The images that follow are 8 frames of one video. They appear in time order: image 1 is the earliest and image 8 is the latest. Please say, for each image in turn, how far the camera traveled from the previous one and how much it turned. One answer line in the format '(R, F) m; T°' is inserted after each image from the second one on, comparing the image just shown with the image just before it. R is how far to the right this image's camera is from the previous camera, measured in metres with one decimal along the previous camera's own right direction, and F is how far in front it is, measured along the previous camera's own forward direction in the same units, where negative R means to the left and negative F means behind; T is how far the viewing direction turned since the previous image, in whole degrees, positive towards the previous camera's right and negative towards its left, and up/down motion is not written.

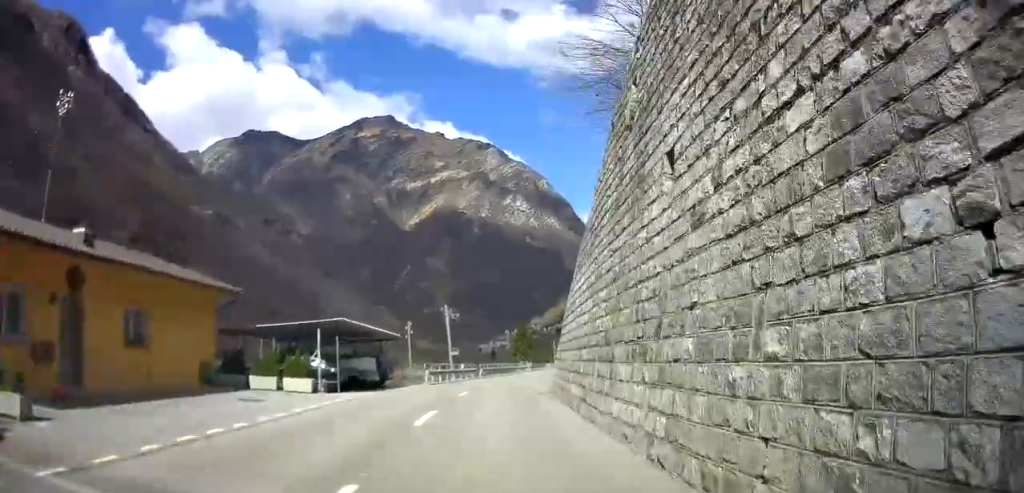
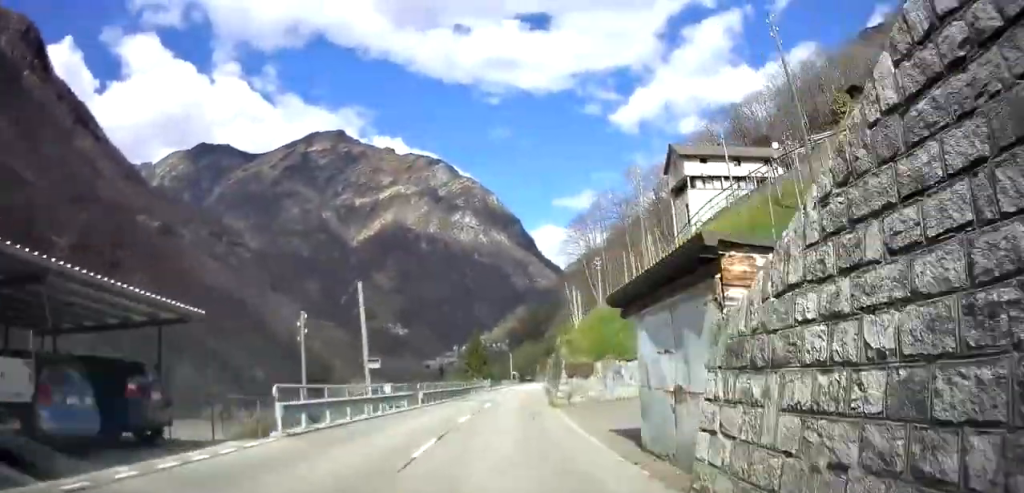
(+1.0, +18.4) m; +6°
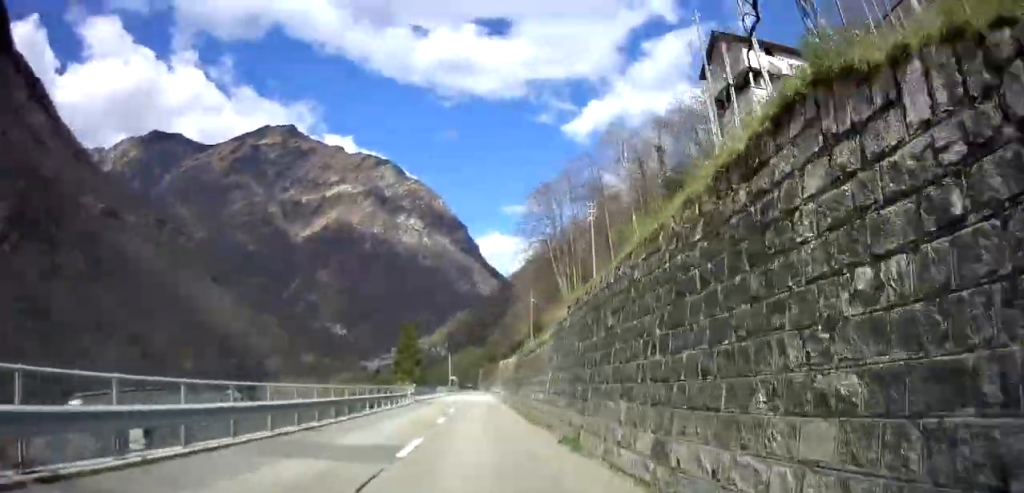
(+1.0, +25.0) m; +3°
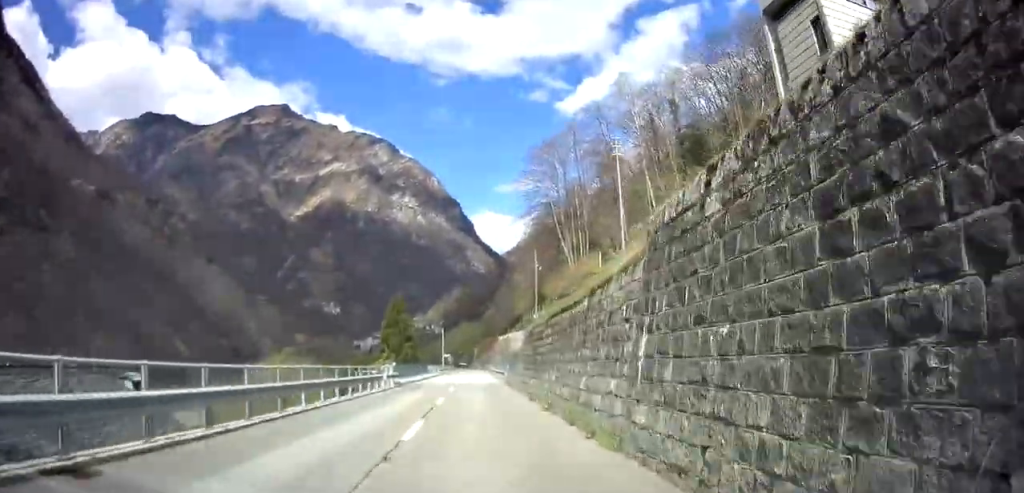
(0.0, +9.6) m; 0°
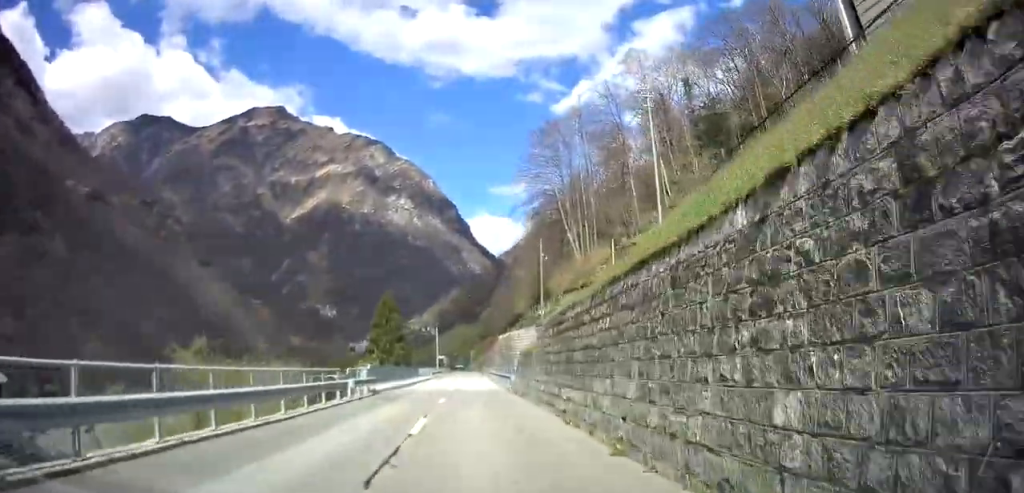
(0.0, +7.9) m; 0°
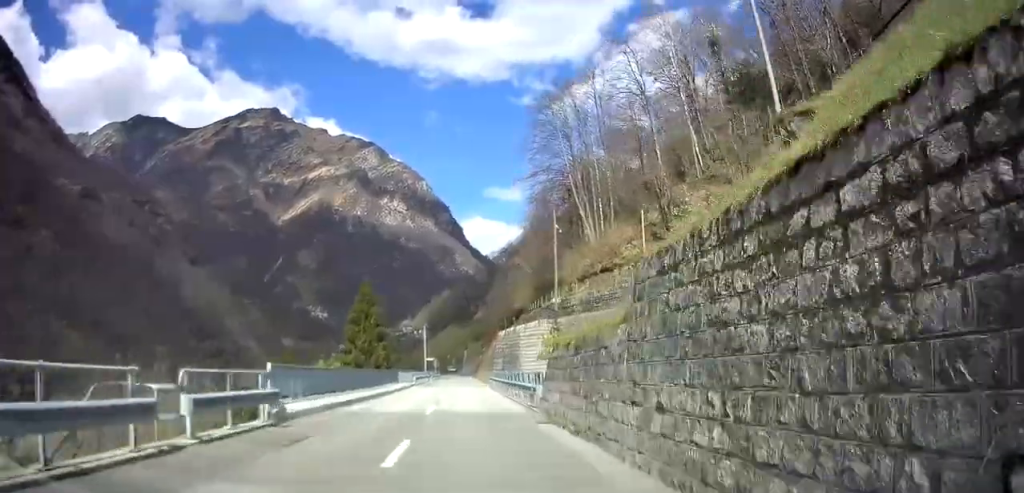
(0.0, +11.8) m; 0°
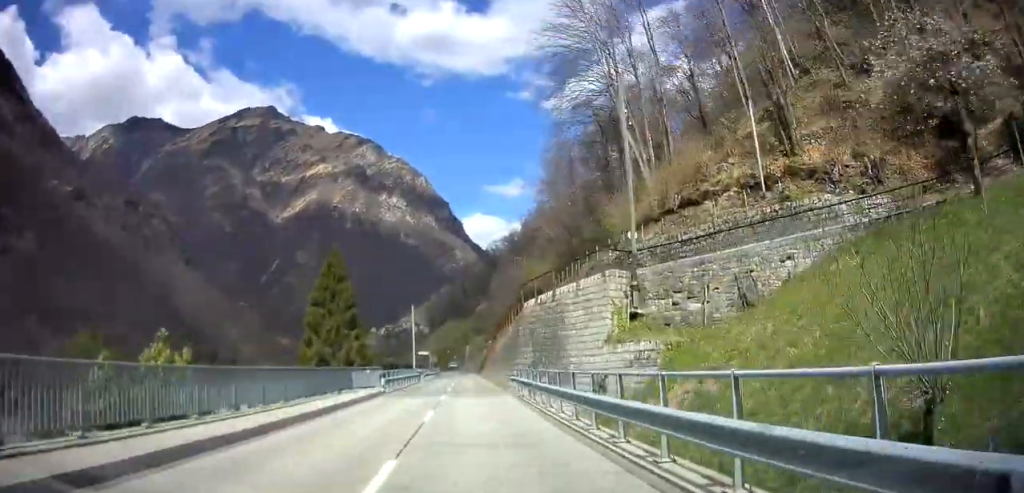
(-0.1, +18.8) m; -1°
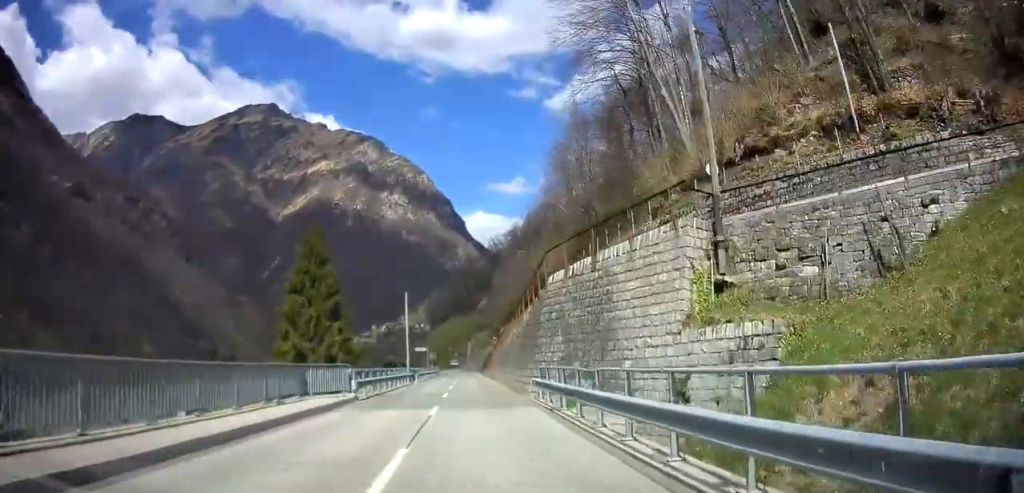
(-0.1, +7.9) m; 0°
